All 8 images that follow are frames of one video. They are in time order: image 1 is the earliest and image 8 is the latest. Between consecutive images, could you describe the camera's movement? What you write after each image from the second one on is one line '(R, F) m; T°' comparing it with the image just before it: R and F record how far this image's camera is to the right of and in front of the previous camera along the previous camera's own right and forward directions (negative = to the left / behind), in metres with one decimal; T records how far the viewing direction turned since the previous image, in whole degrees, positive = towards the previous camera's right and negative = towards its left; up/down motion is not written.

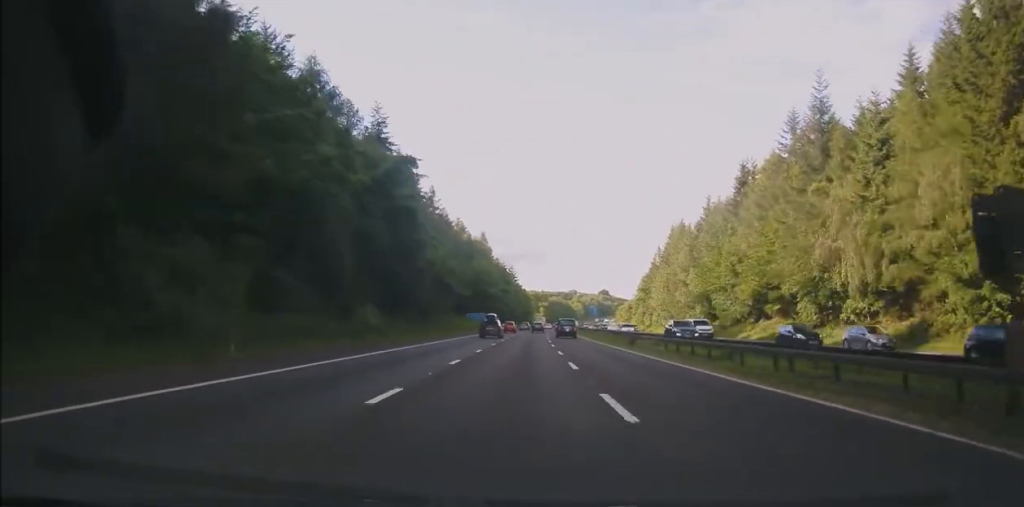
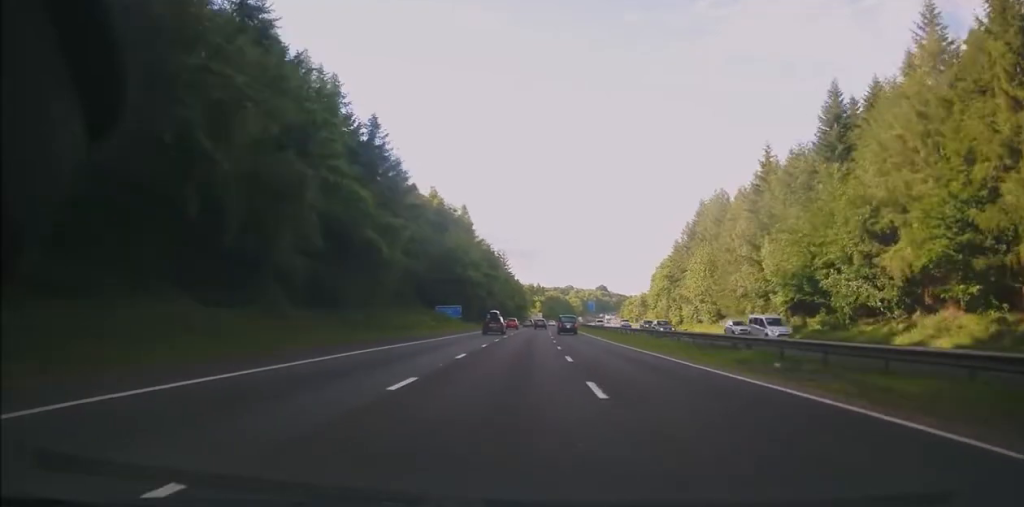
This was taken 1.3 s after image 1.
(+0.2, +33.8) m; 0°
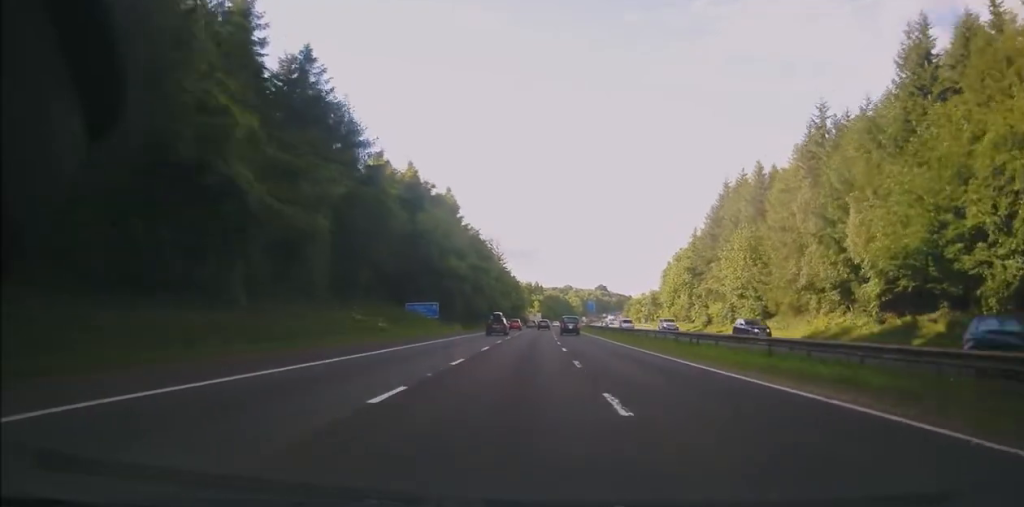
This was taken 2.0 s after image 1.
(-0.1, +19.2) m; 0°
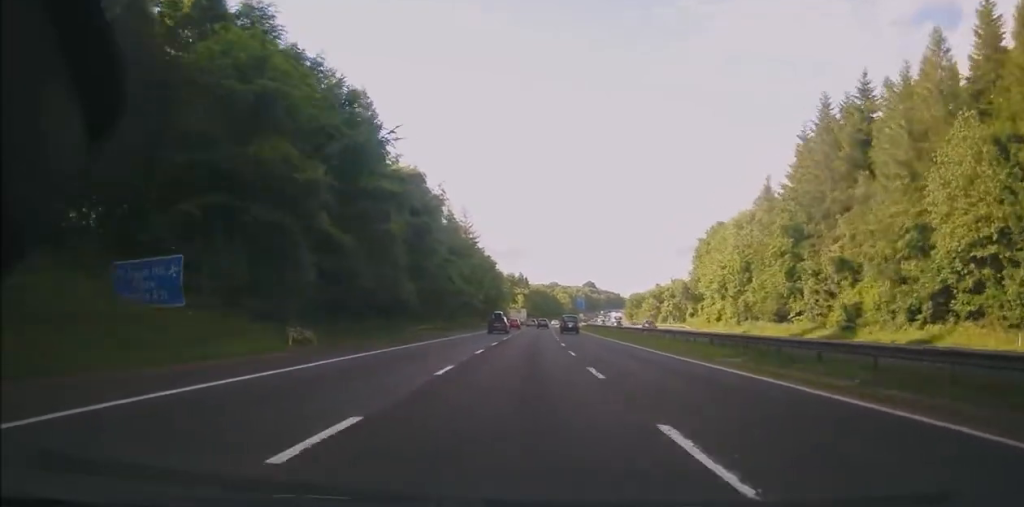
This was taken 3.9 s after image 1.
(+1.0, +48.1) m; +2°
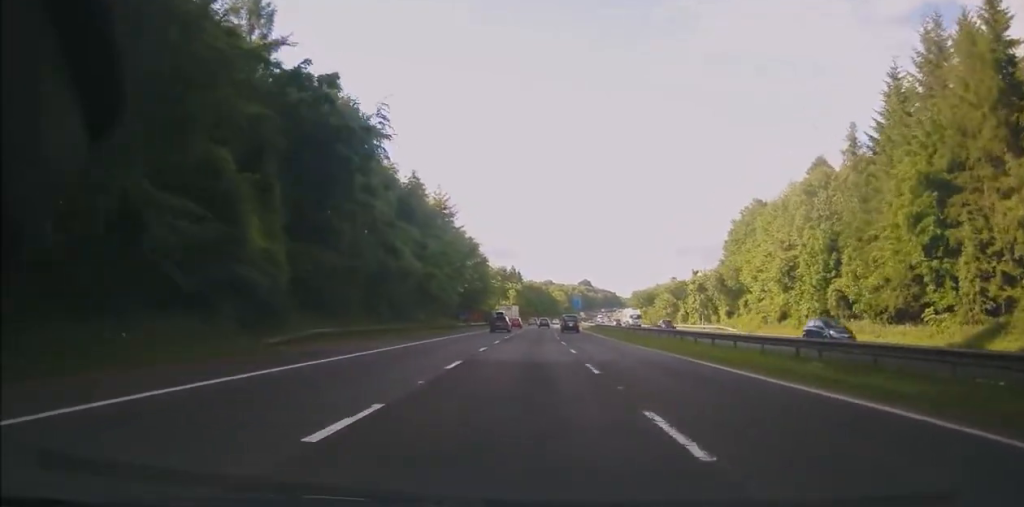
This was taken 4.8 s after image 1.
(0.0, +25.2) m; 0°
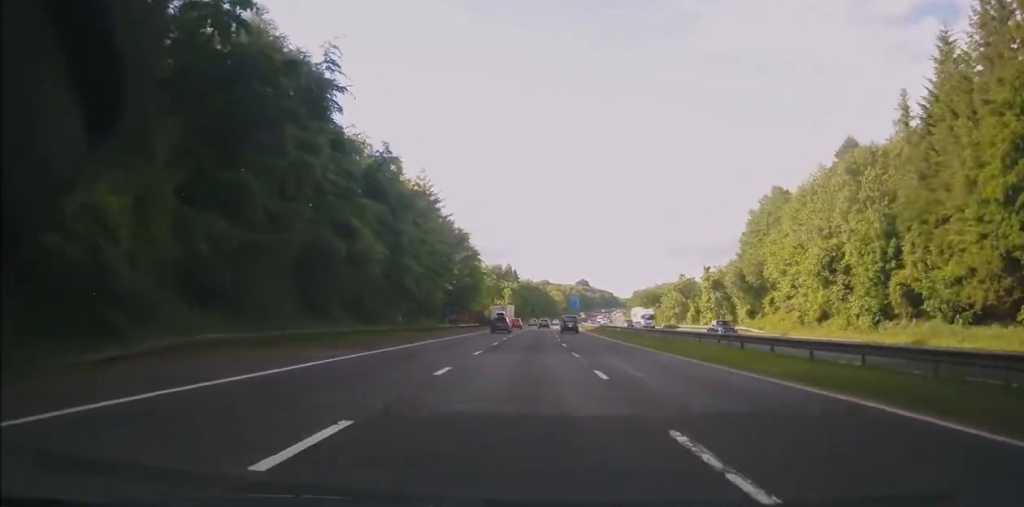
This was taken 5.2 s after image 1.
(0.0, +10.5) m; 0°
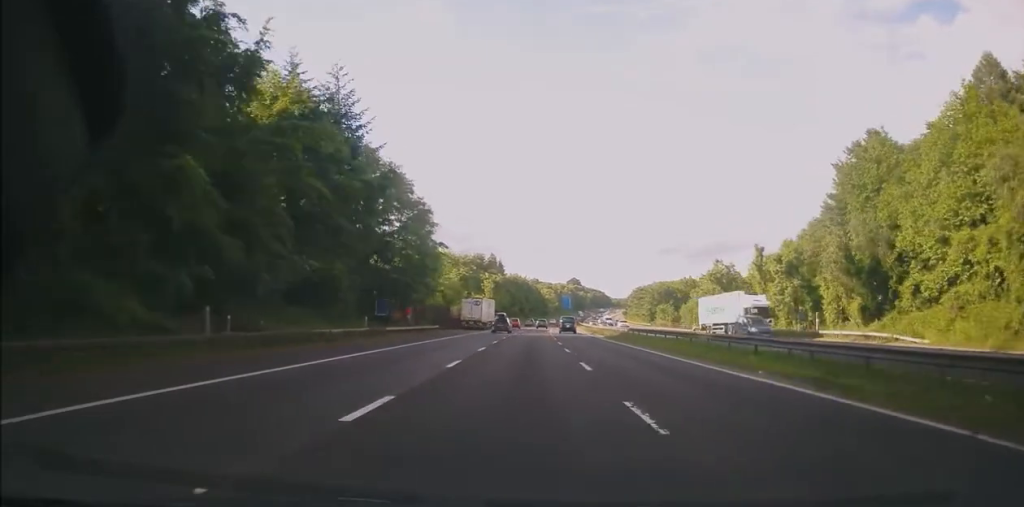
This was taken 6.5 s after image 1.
(+0.2, +32.5) m; +1°
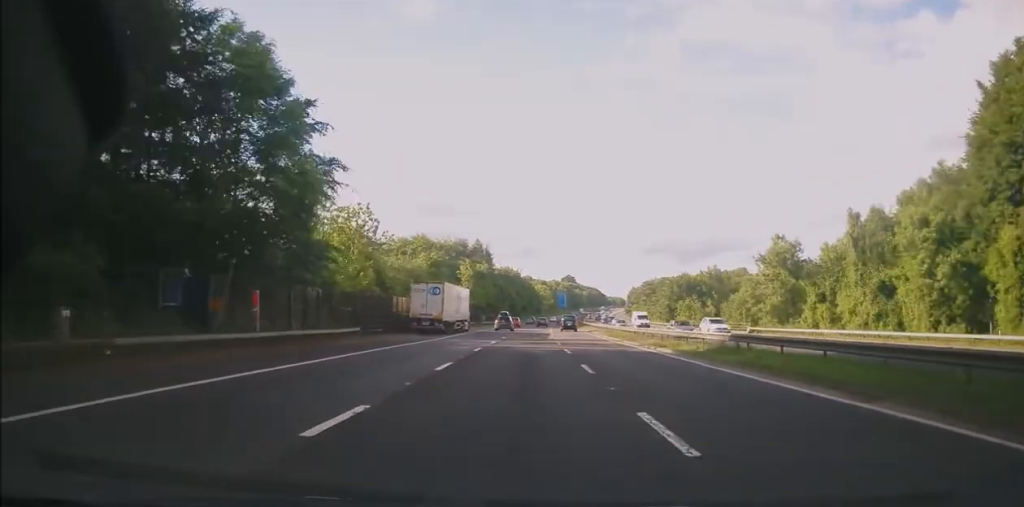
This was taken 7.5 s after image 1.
(+0.3, +28.0) m; +1°
